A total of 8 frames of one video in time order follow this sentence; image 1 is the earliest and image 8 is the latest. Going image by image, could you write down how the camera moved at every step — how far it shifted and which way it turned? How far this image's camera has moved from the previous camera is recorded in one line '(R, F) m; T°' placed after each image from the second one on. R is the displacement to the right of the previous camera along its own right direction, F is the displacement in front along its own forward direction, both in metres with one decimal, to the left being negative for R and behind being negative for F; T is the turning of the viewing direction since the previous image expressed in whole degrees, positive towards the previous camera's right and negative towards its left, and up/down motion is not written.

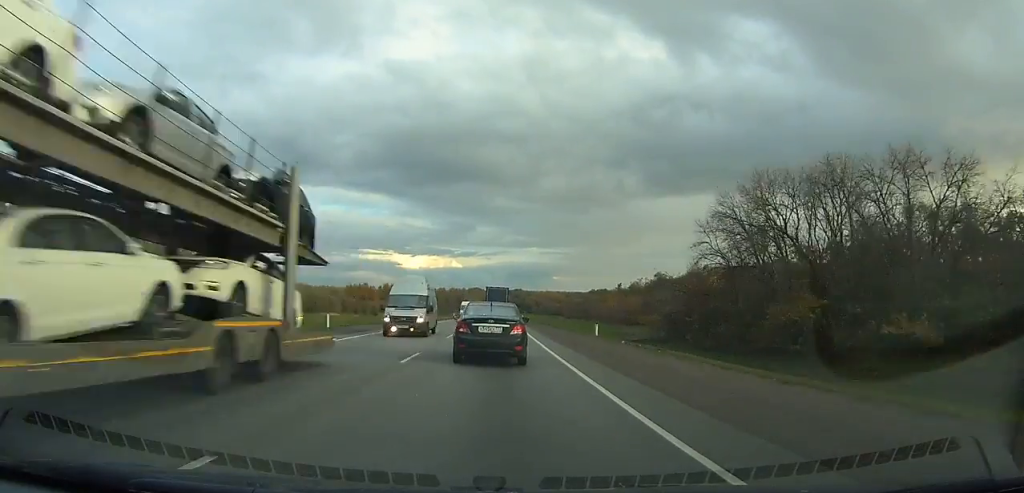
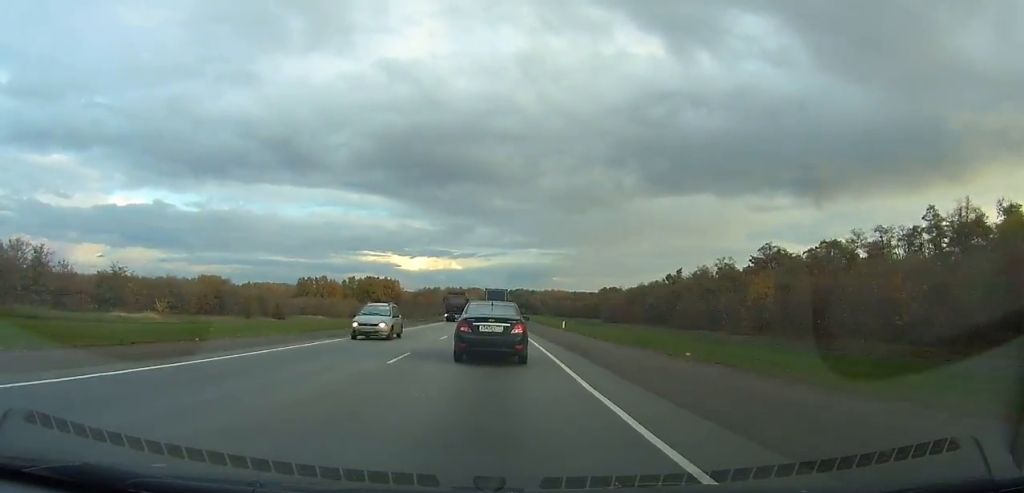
(0.0, +84.1) m; 0°
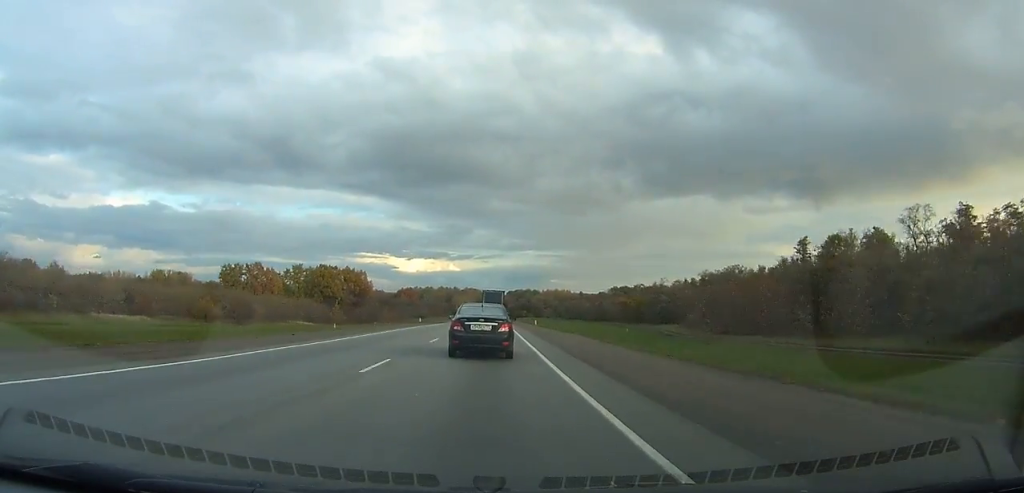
(-0.2, +73.3) m; 0°
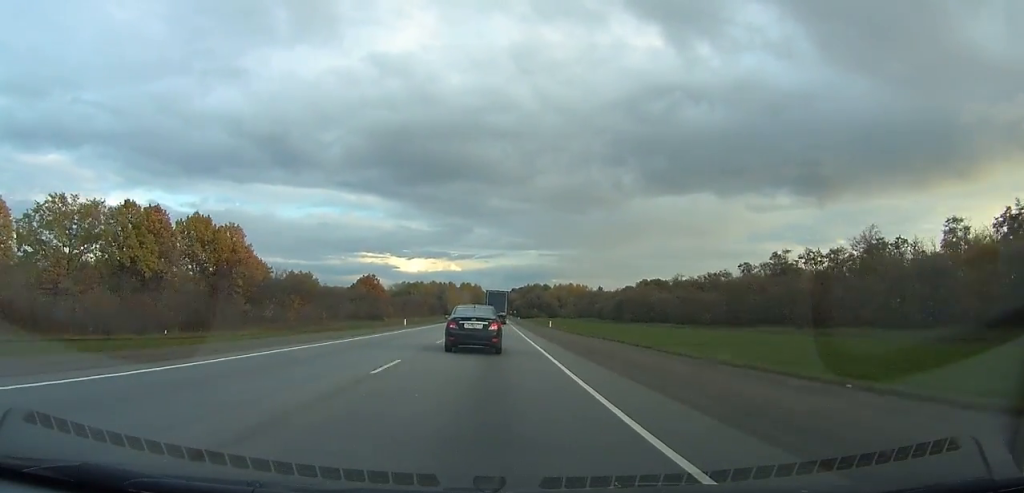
(-0.1, +117.8) m; 0°
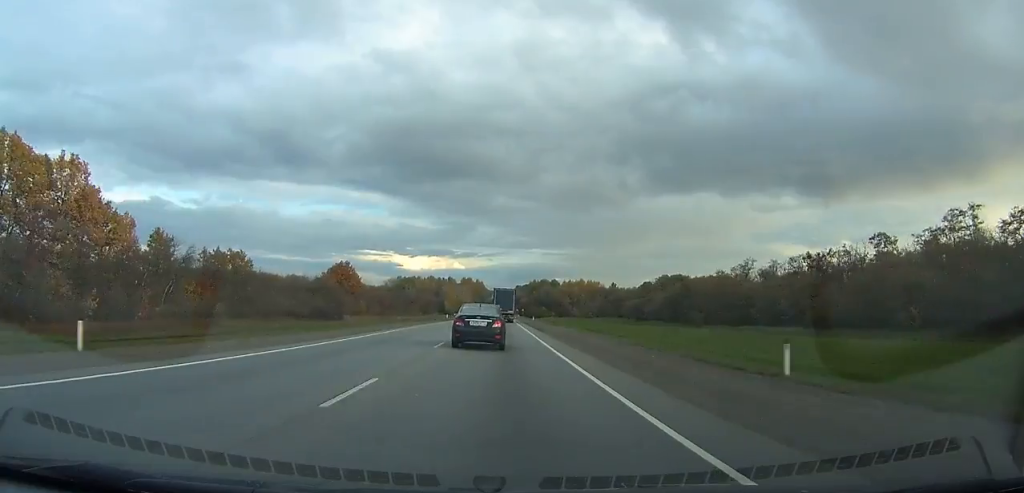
(0.0, +50.8) m; 0°
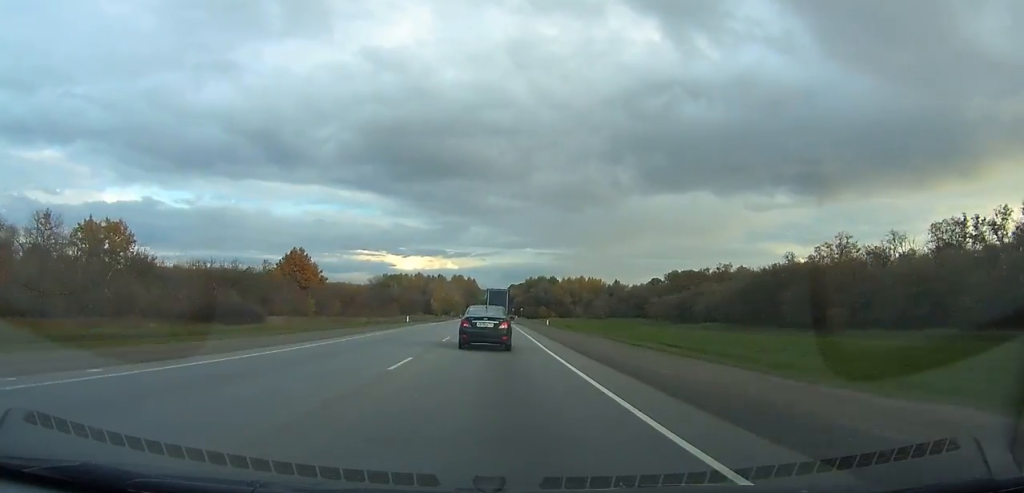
(0.0, +41.2) m; 0°
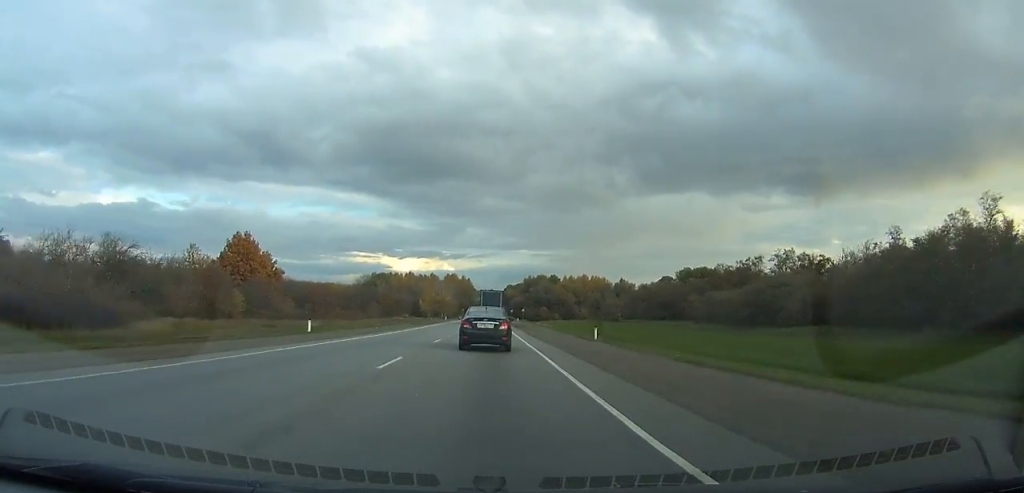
(+0.1, +33.5) m; 0°
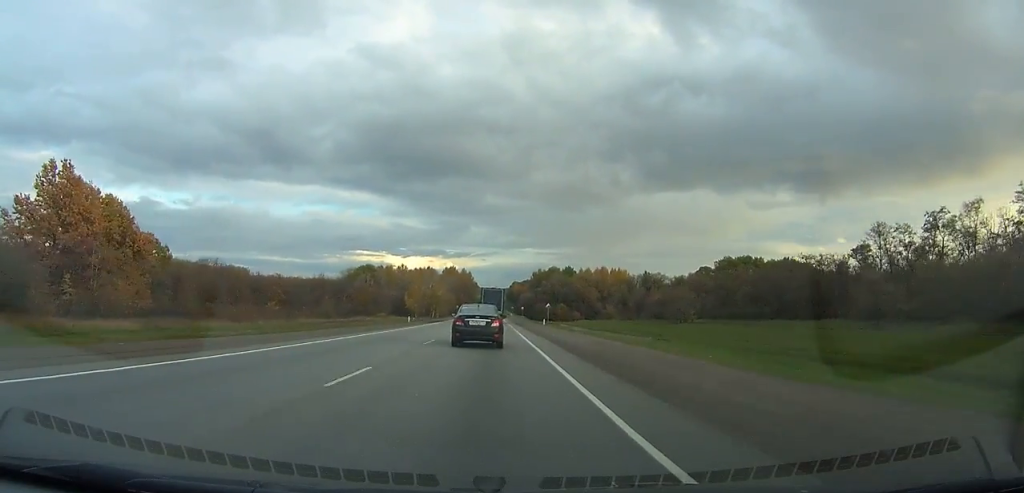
(+0.1, +58.9) m; 0°
